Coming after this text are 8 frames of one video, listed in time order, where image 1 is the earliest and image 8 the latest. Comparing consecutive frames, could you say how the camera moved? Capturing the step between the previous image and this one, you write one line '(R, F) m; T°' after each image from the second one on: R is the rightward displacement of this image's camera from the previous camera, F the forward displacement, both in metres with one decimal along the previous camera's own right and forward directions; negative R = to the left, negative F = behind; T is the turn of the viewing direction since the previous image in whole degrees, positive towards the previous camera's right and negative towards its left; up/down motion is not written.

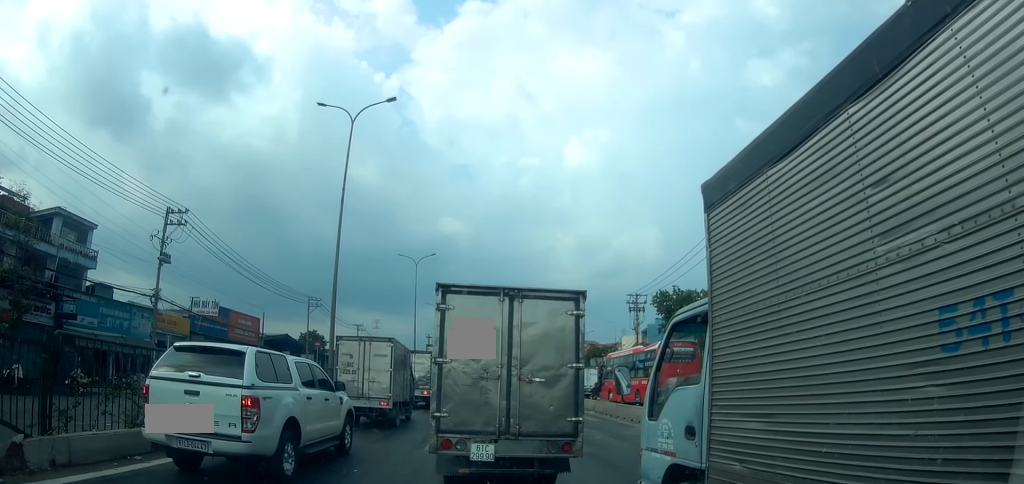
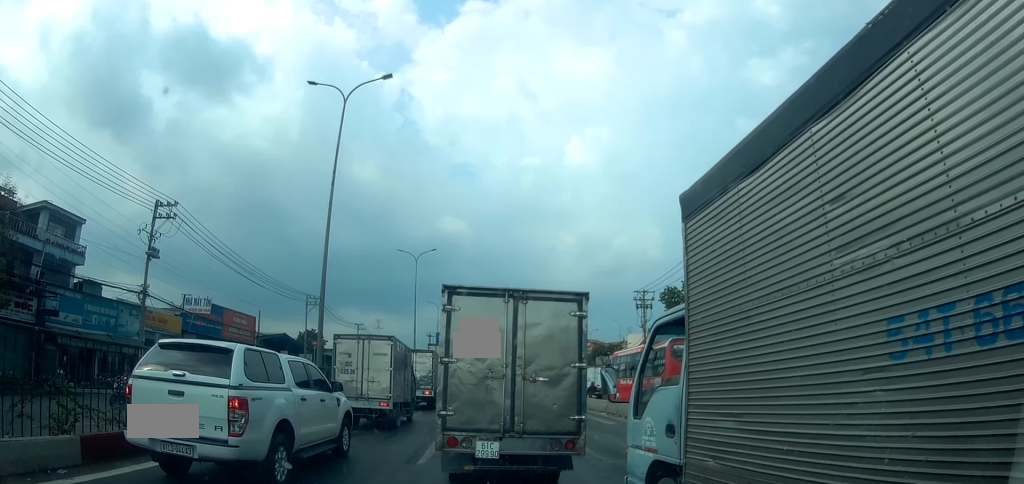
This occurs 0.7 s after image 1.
(0.0, +1.8) m; -1°
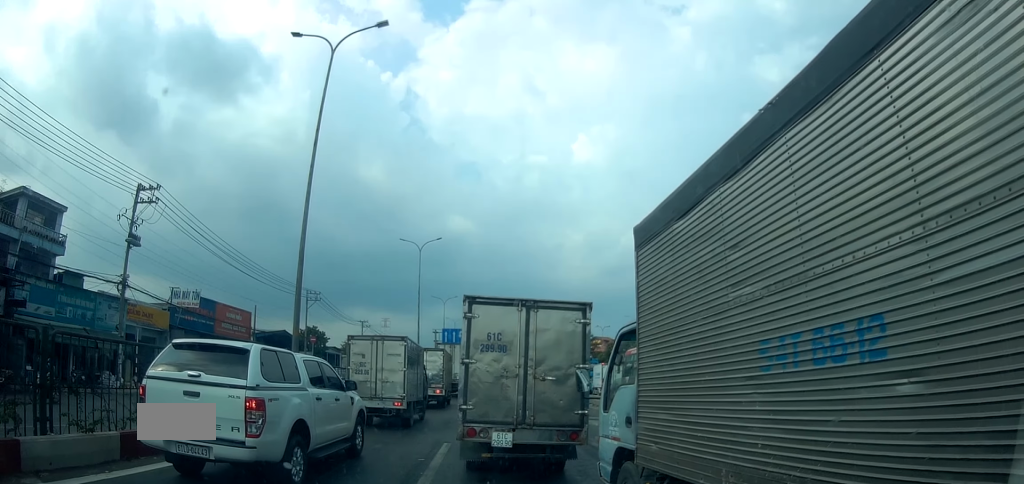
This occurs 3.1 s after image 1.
(0.0, +2.8) m; 0°
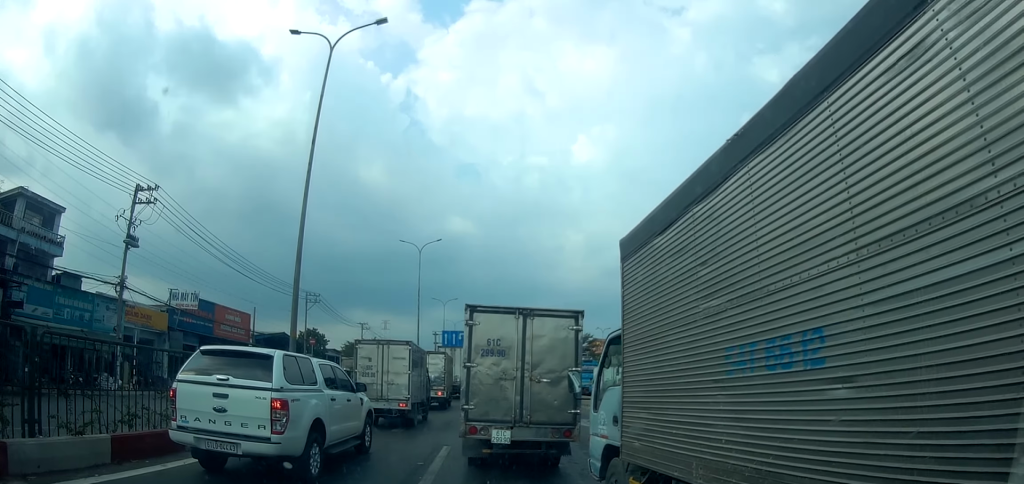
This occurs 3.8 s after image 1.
(0.0, +0.2) m; 0°
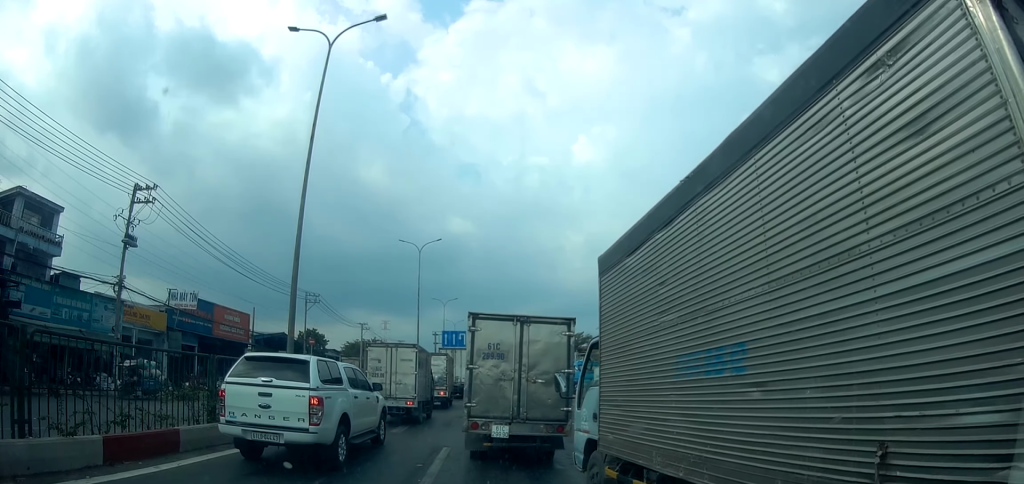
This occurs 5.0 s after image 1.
(0.0, +0.2) m; 0°
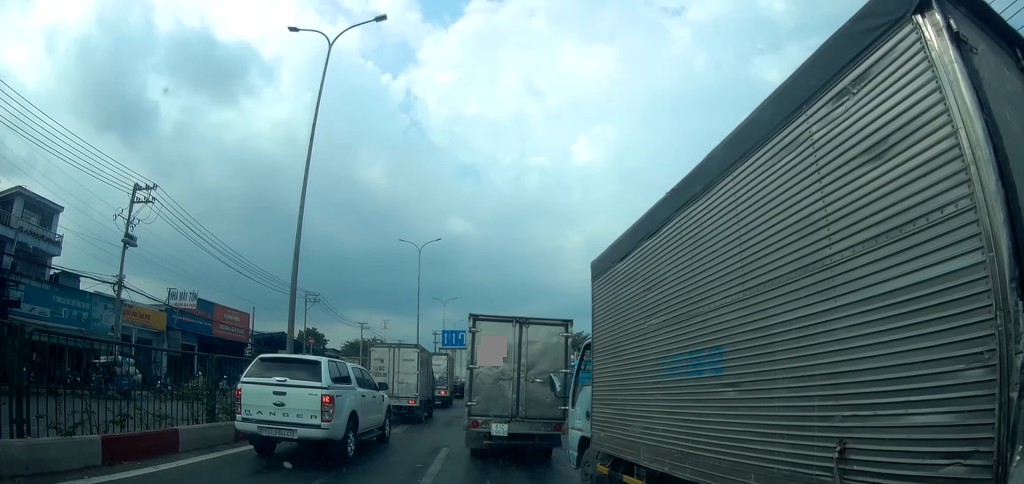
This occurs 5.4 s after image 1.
(0.0, 0.0) m; 0°
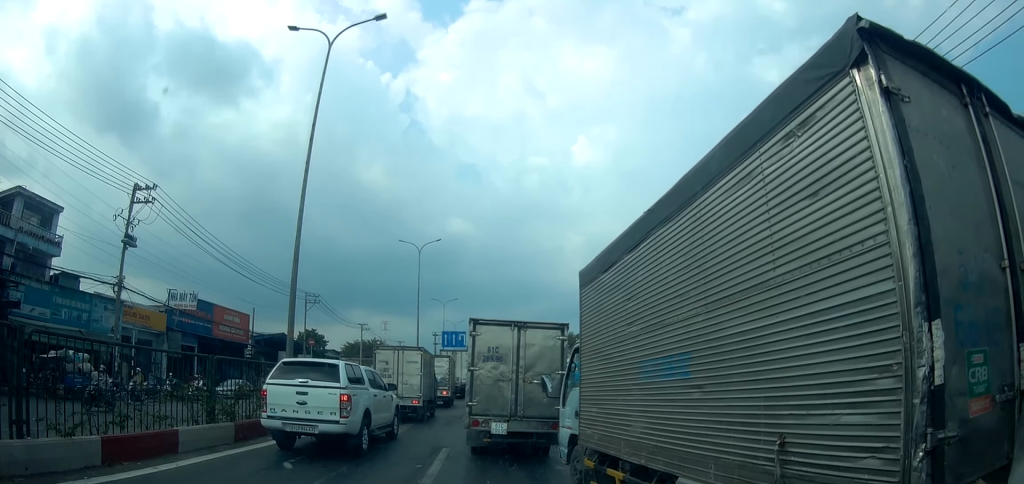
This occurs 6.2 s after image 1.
(0.0, 0.0) m; 0°
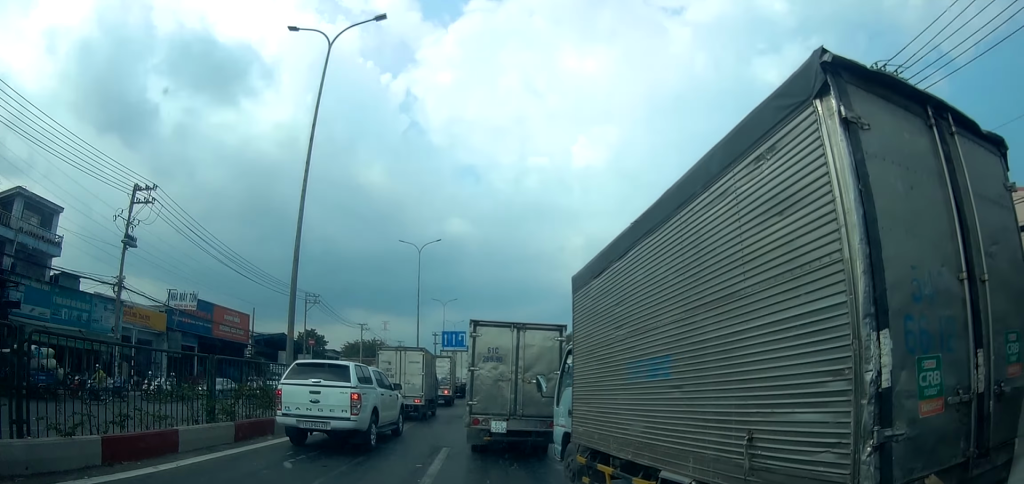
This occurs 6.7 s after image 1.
(0.0, 0.0) m; 0°
